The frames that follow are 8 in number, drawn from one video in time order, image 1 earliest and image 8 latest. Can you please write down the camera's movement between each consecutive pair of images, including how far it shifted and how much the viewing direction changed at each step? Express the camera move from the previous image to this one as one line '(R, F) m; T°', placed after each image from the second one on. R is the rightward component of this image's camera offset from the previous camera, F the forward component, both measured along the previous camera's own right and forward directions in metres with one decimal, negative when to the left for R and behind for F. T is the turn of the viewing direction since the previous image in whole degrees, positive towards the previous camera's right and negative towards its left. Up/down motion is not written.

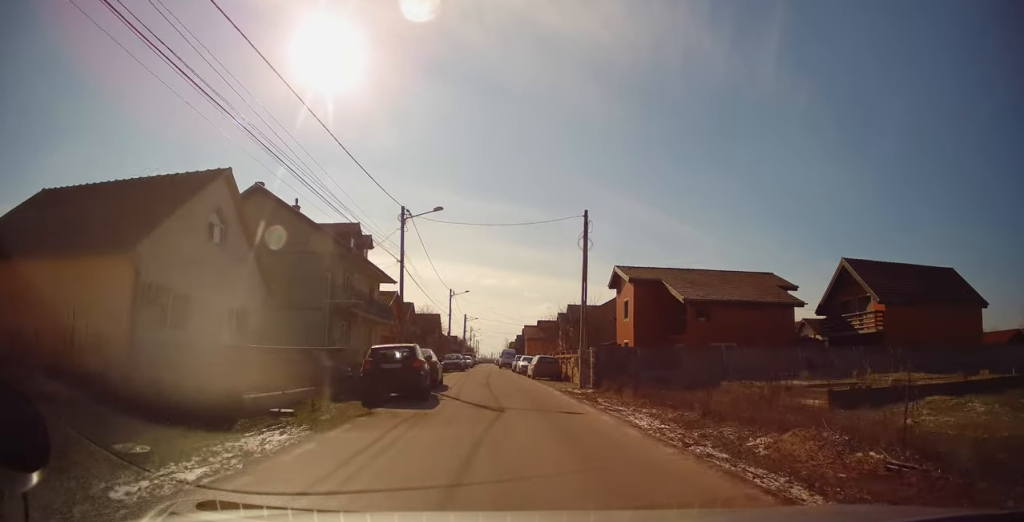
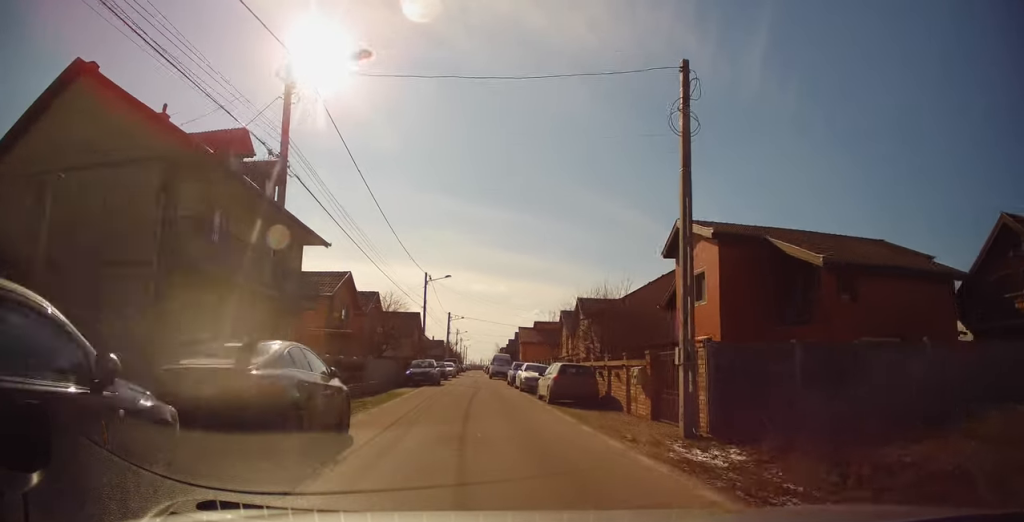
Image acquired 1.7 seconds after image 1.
(-0.3, +13.7) m; -1°
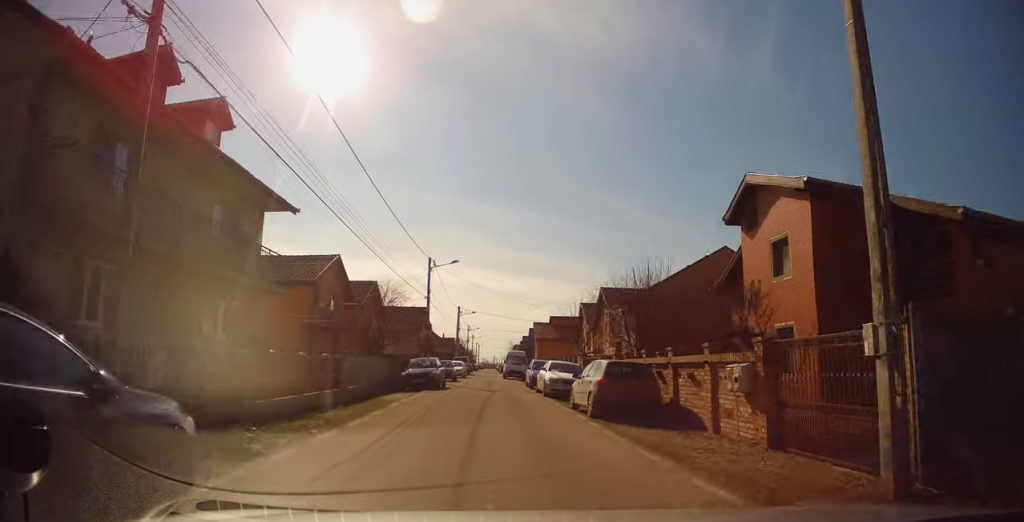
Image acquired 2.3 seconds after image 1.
(+0.3, +5.4) m; +1°
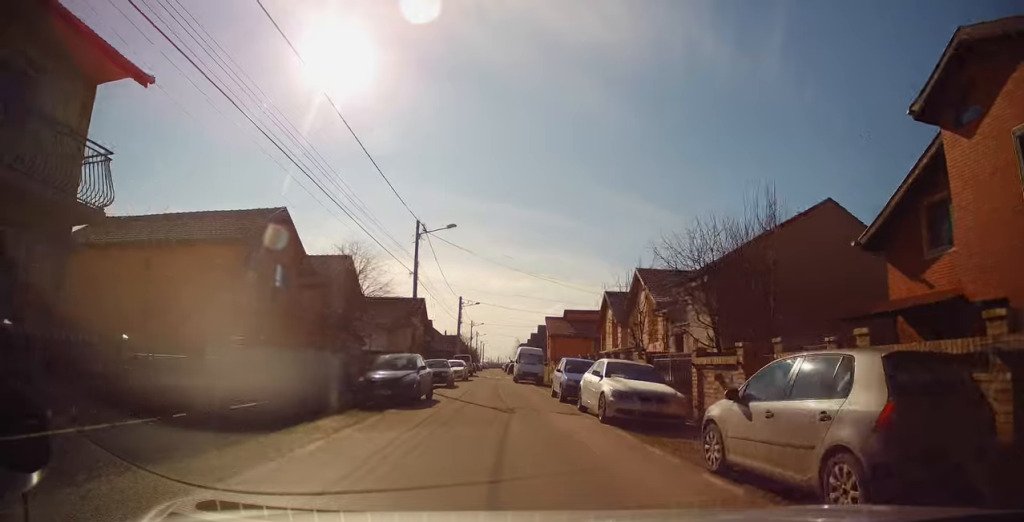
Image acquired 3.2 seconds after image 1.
(0.0, +8.8) m; -1°
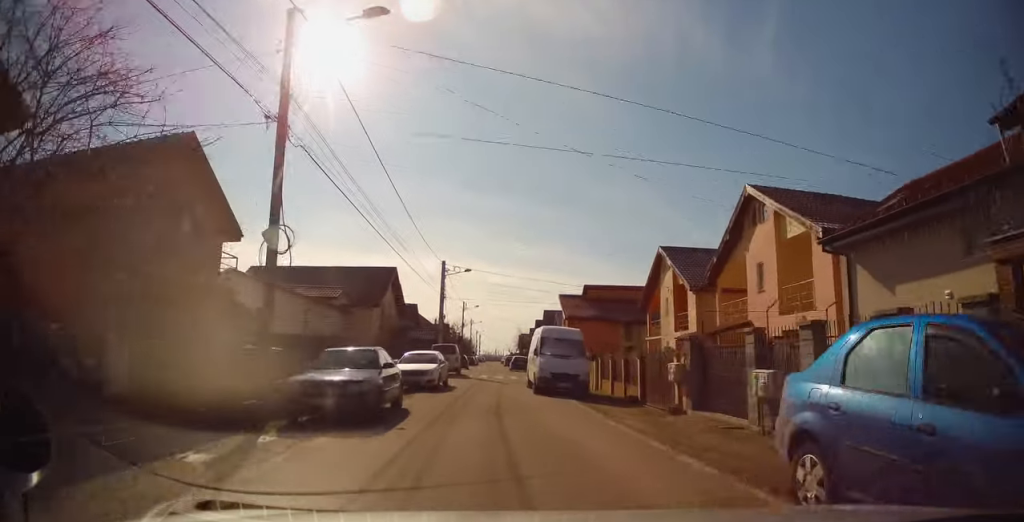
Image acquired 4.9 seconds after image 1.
(-0.4, +16.4) m; -2°
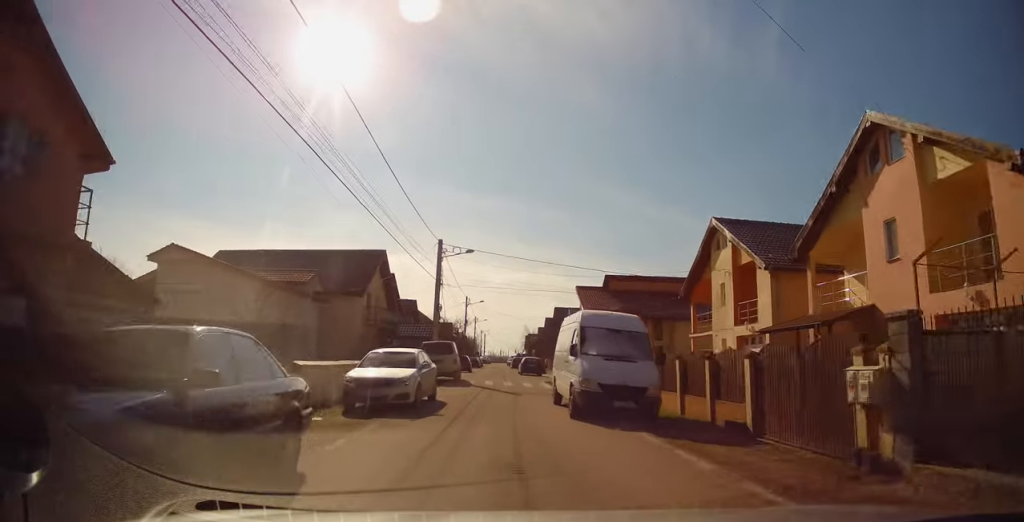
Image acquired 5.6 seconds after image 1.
(0.0, +7.2) m; 0°
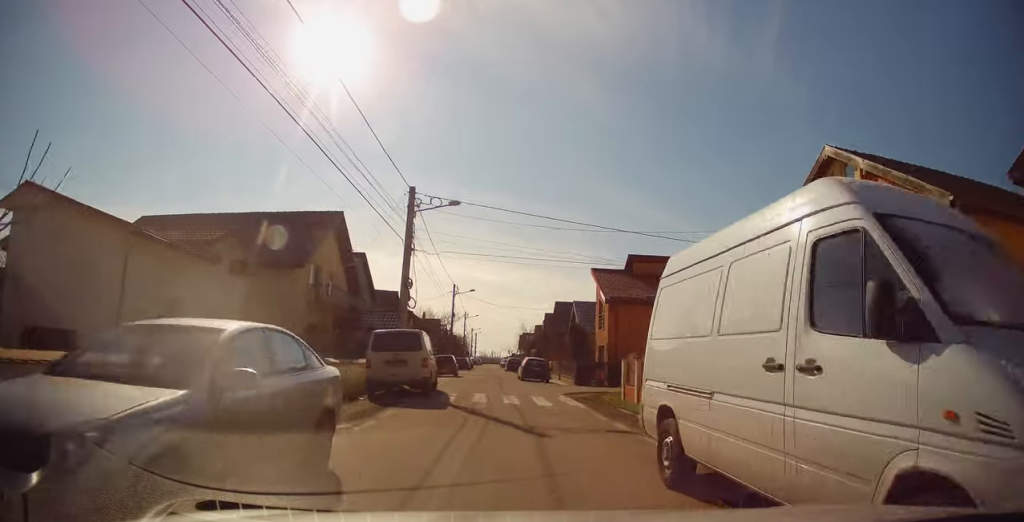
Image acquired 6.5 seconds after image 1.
(0.0, +10.0) m; +3°
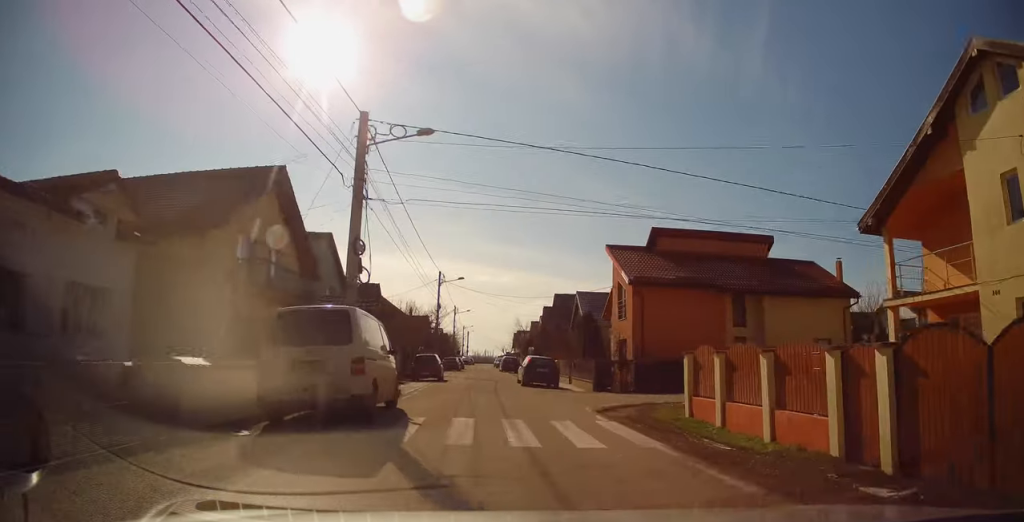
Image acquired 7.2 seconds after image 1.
(+0.4, +7.2) m; 0°
